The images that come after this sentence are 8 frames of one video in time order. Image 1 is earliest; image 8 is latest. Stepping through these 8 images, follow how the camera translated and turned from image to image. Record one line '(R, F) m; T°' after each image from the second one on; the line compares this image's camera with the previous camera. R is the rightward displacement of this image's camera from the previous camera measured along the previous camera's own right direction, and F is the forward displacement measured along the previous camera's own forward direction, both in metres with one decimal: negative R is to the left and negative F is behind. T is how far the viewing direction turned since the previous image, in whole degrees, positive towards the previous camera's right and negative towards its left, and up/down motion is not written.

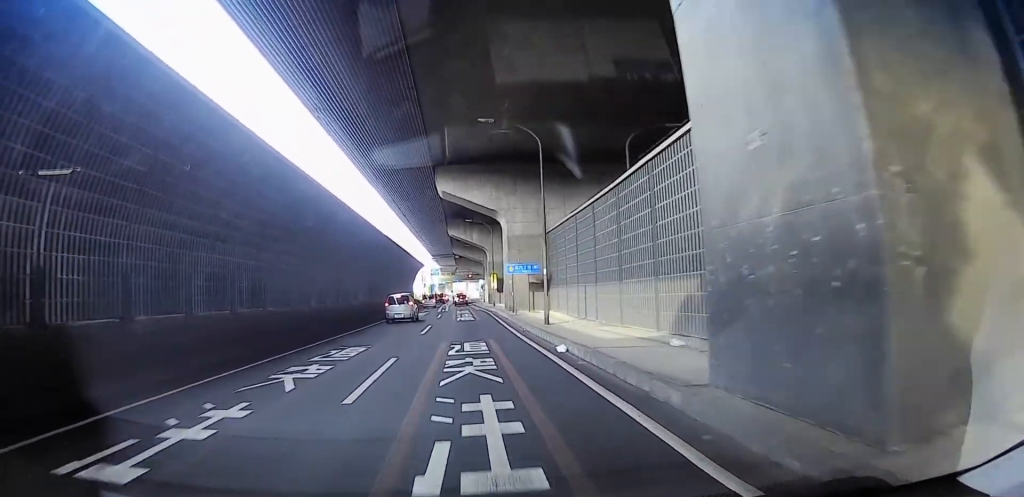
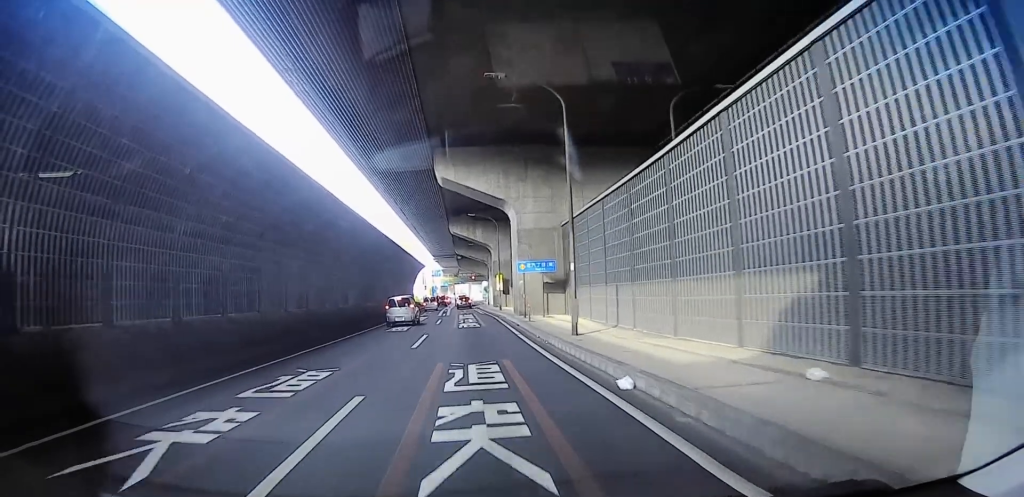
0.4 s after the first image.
(0.0, +5.6) m; 0°
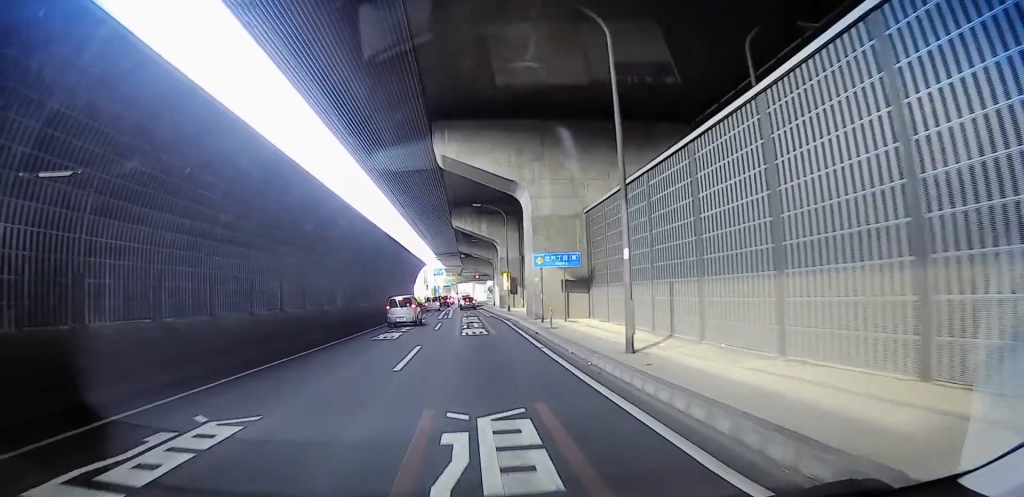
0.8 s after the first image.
(0.0, +6.0) m; 0°
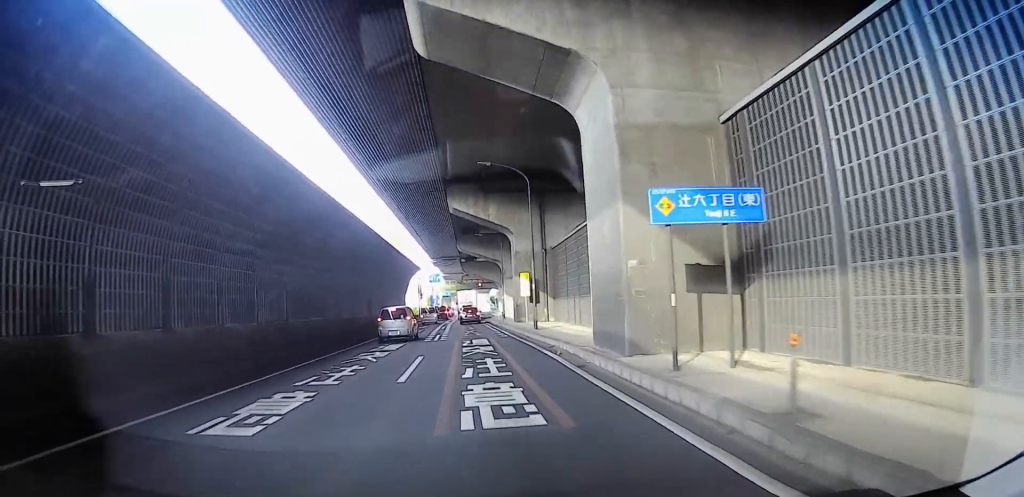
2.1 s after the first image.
(-0.1, +17.7) m; -3°
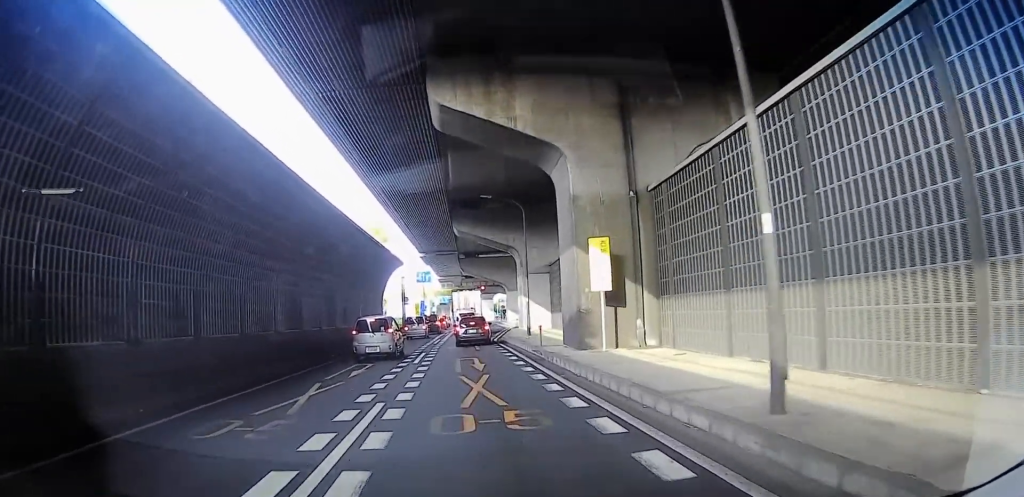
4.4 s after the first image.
(-0.8, +31.6) m; 0°
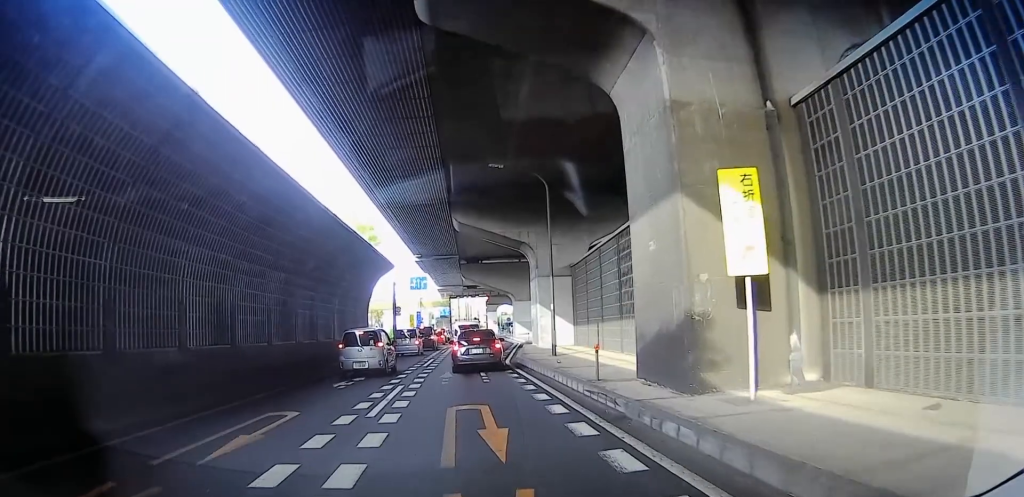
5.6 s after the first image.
(0.0, +17.6) m; 0°
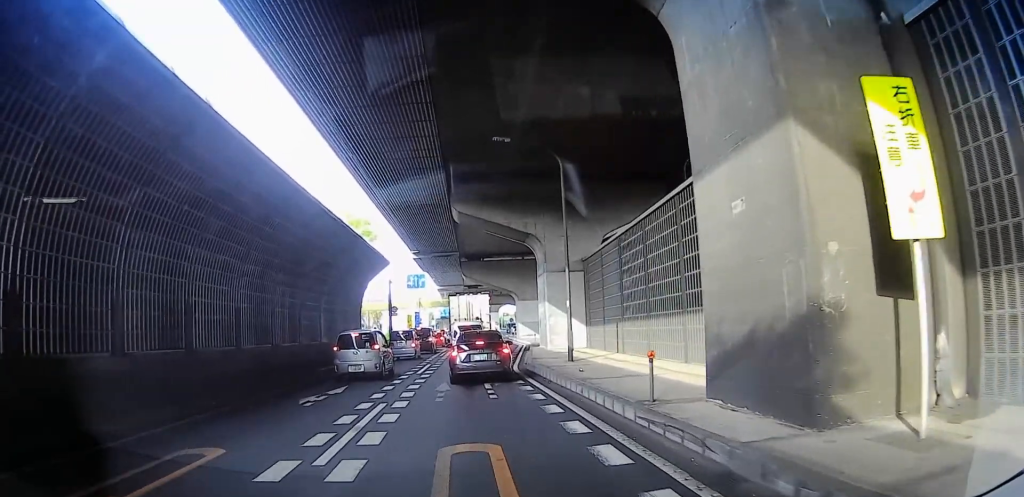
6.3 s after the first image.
(0.0, +9.0) m; 0°
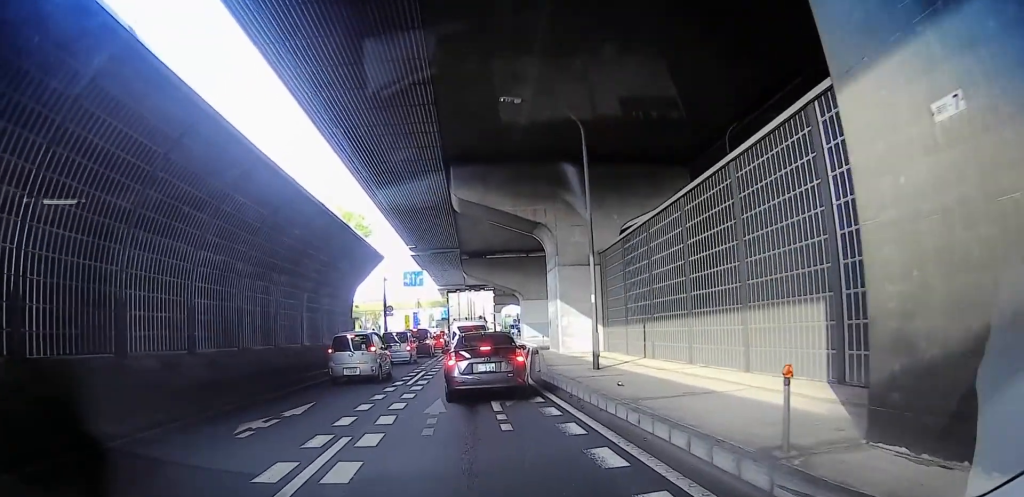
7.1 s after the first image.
(0.0, +11.8) m; 0°
